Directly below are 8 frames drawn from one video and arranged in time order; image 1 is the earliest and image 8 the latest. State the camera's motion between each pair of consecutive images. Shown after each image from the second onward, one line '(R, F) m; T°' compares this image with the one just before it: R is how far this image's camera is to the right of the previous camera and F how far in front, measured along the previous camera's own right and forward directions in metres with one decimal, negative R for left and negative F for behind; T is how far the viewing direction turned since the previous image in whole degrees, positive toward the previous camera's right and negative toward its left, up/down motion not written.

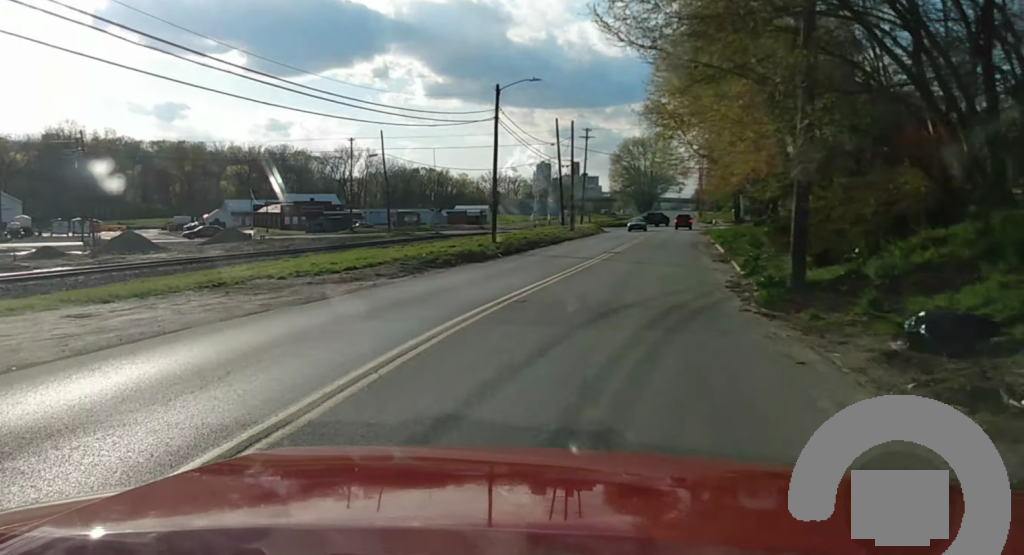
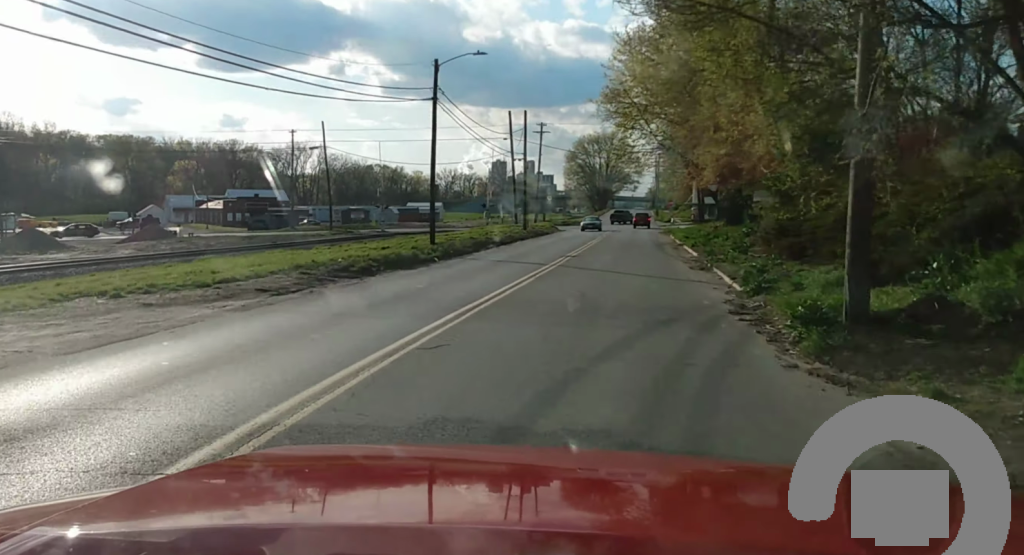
(+0.3, +6.9) m; +3°
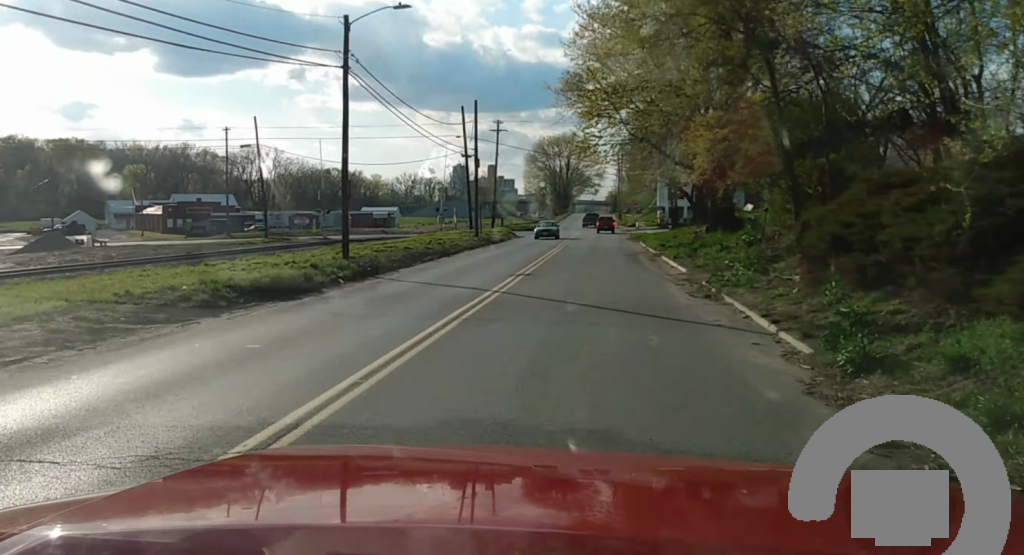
(0.0, +9.5) m; +1°
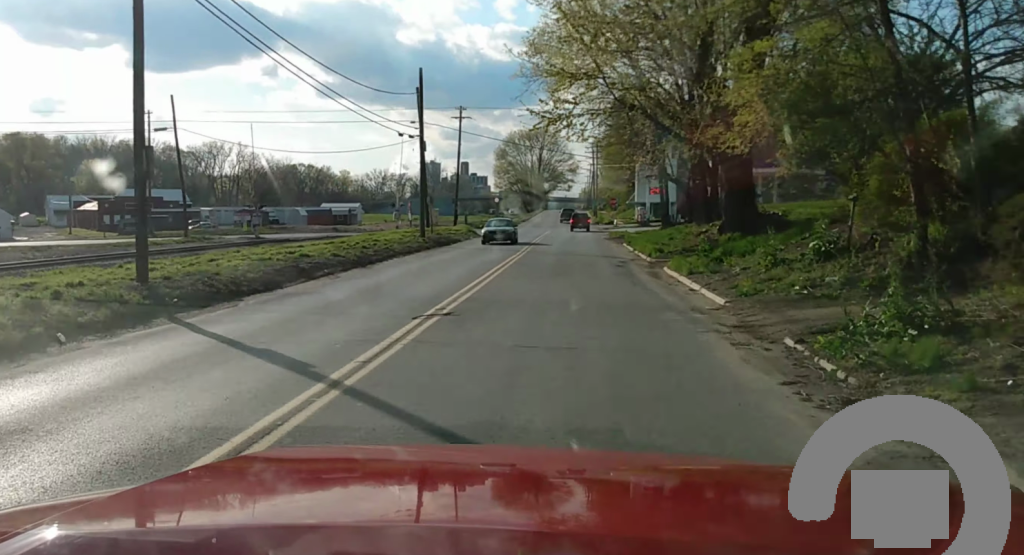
(+0.3, +13.0) m; +2°
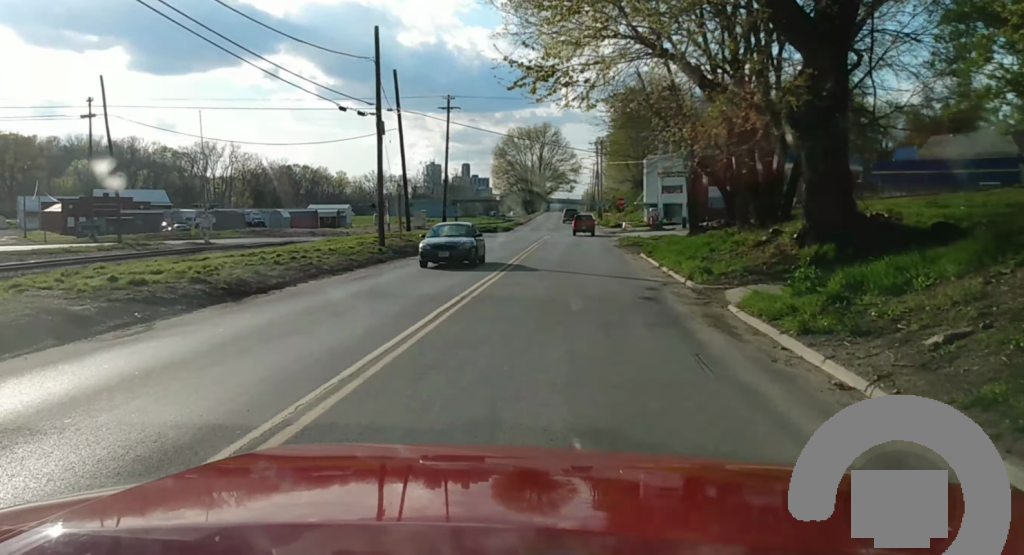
(+0.1, +11.7) m; +1°
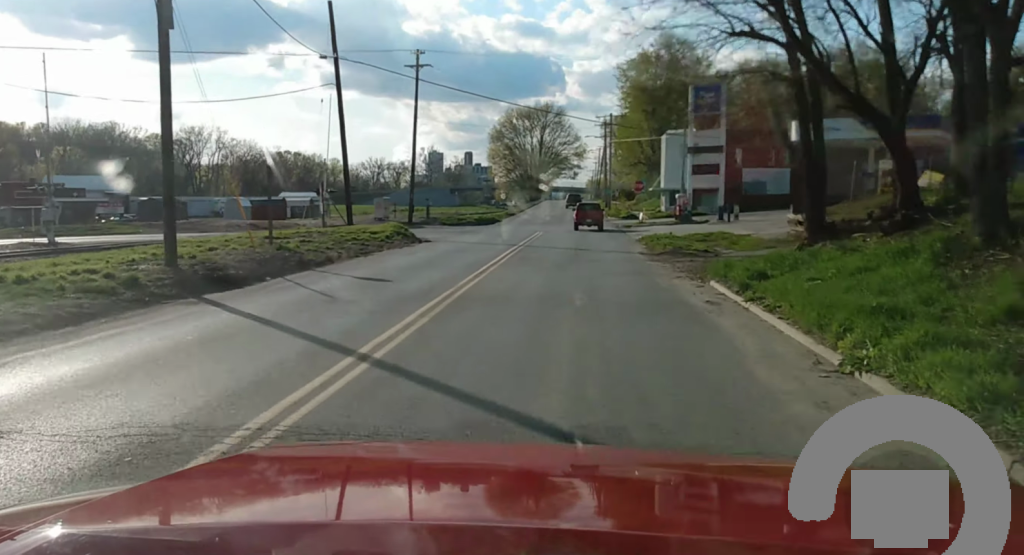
(0.0, +19.9) m; 0°
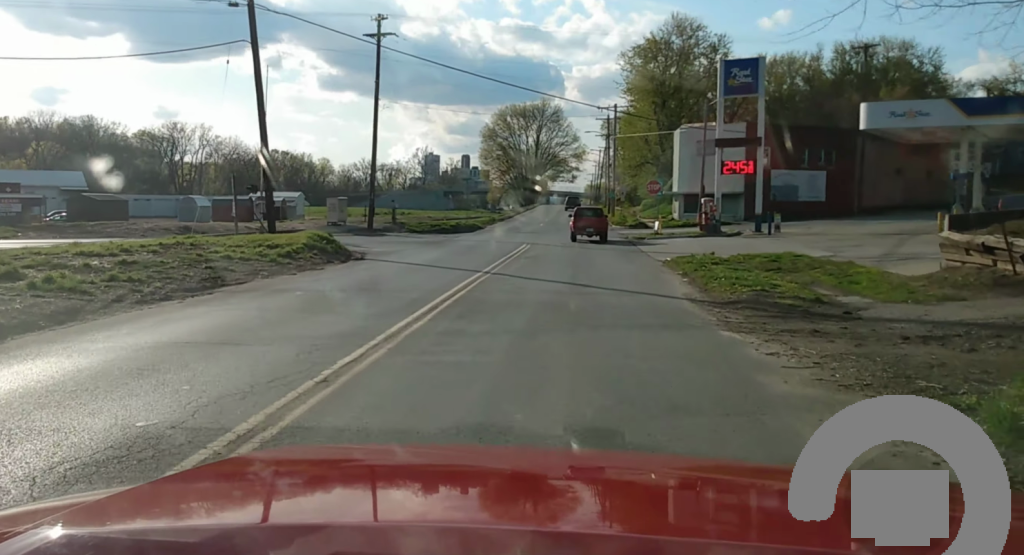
(0.0, +13.8) m; +1°
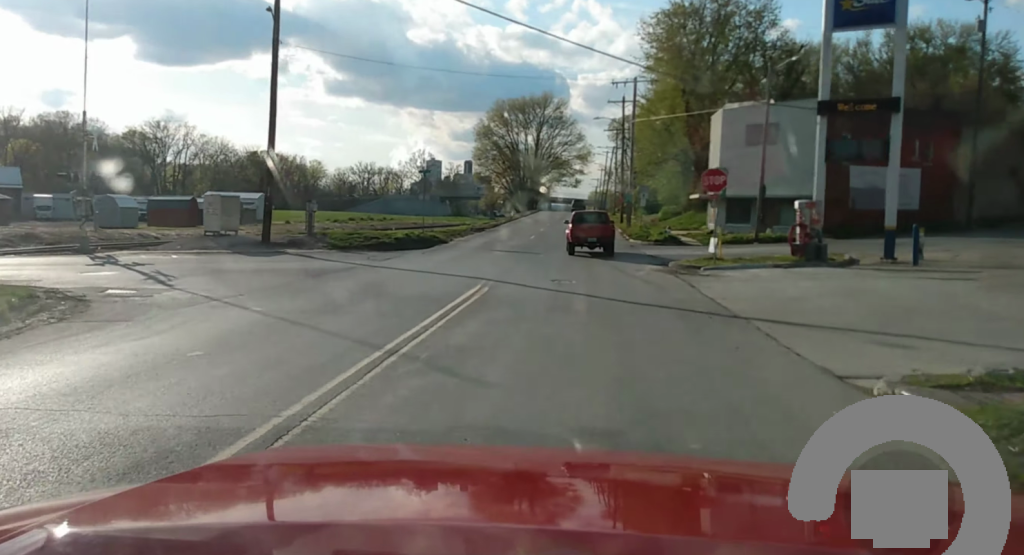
(+0.5, +21.8) m; 0°
